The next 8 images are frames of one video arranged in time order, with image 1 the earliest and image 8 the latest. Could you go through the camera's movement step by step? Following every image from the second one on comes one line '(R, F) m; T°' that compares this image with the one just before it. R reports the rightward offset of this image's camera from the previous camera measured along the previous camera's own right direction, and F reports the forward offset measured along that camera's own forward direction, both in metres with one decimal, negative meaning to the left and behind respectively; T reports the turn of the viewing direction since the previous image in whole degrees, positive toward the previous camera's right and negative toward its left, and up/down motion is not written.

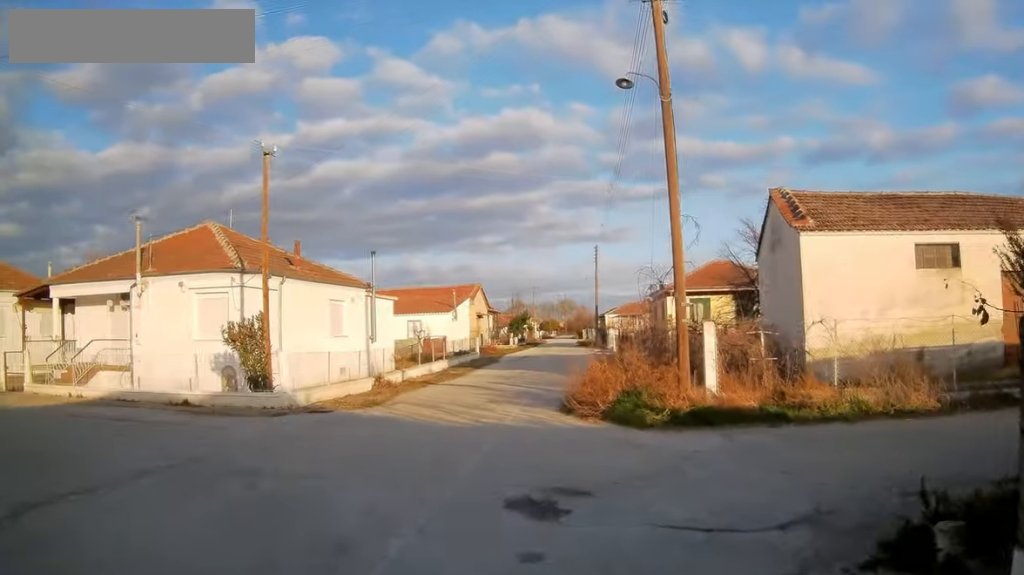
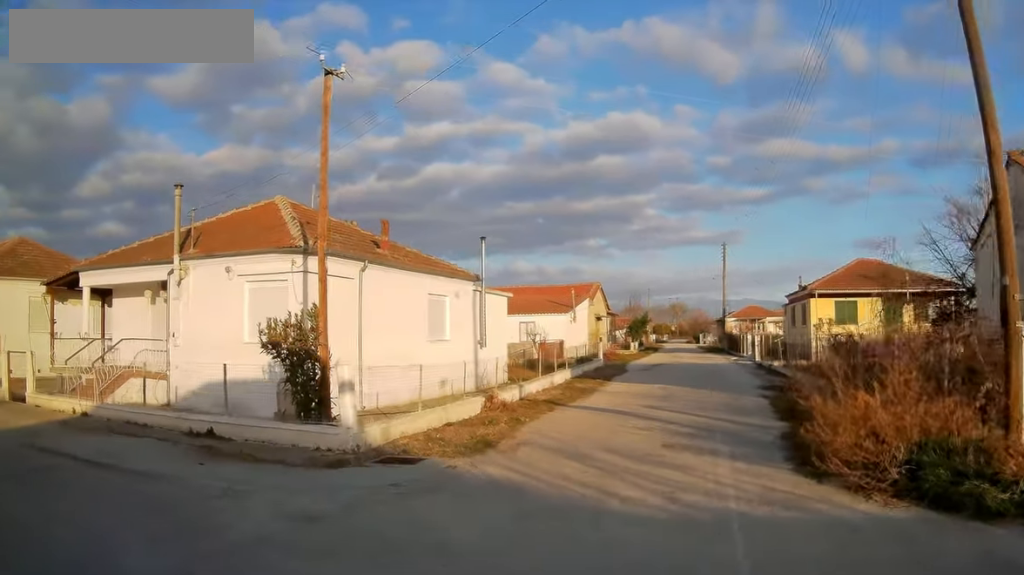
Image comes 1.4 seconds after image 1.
(-0.3, +5.6) m; -6°
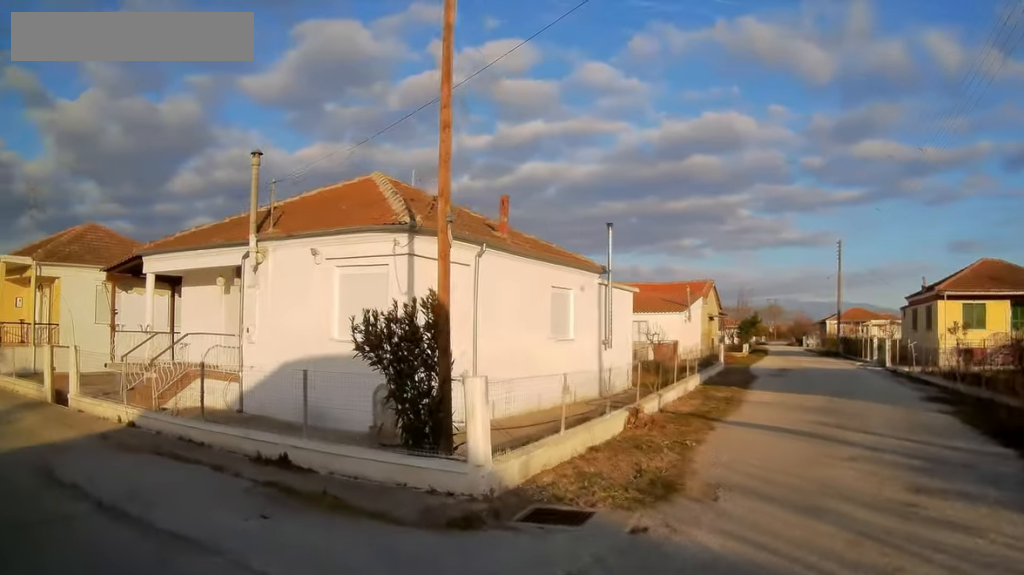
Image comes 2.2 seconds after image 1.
(+0.1, +2.9) m; -12°
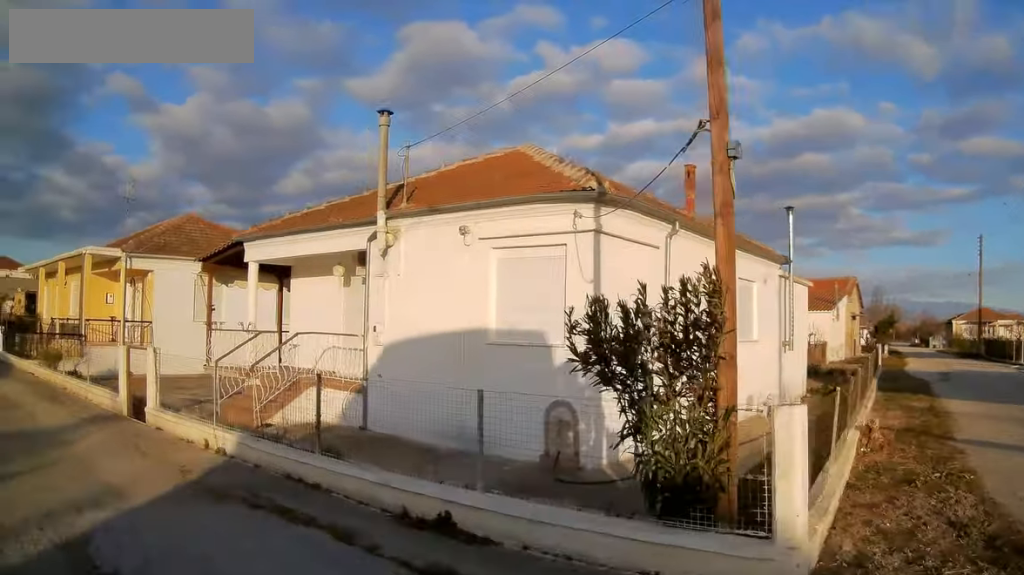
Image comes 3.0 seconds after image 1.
(-0.6, +2.6) m; -14°
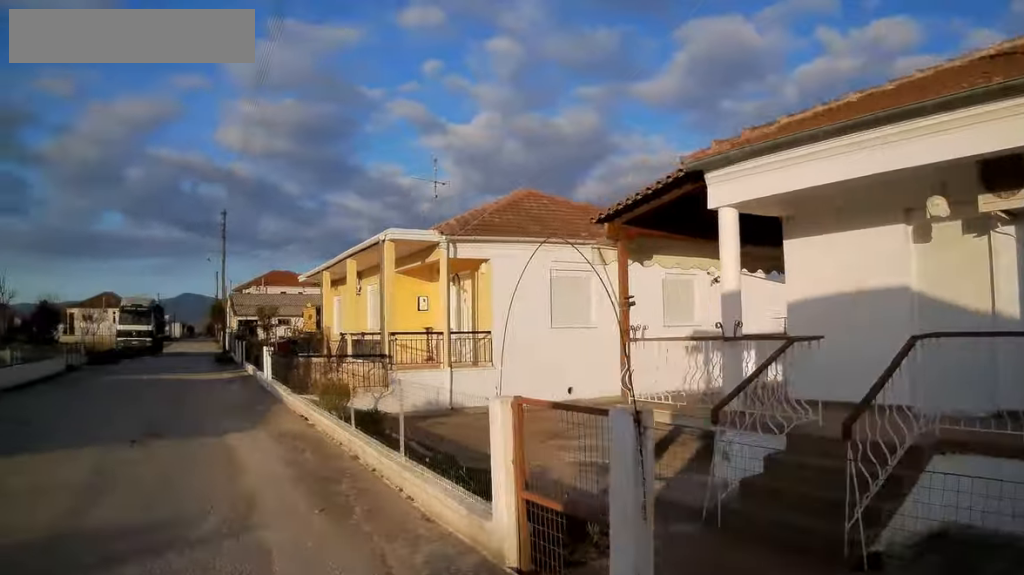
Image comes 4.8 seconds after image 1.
(-1.3, +6.4) m; -22°
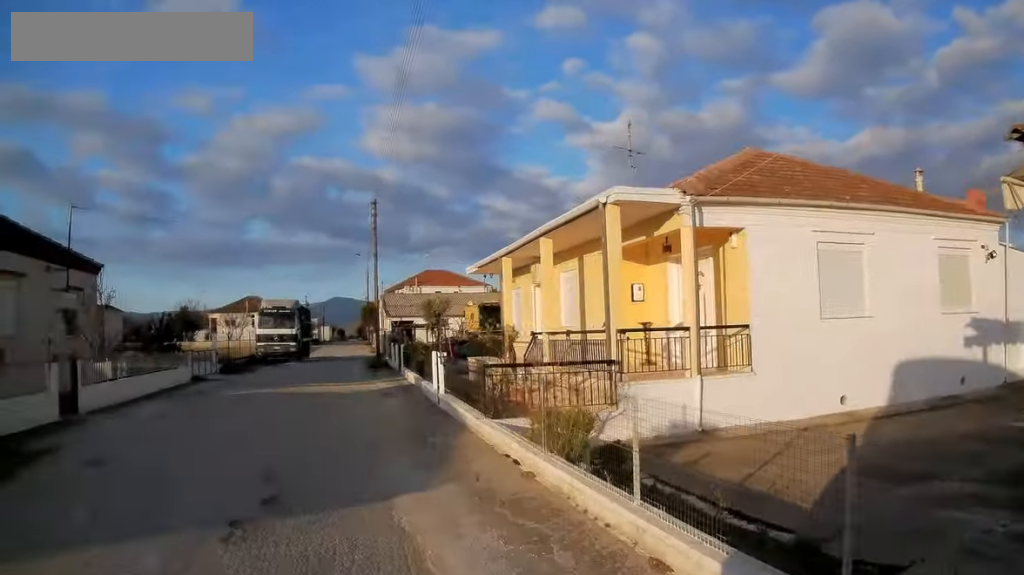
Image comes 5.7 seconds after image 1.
(-0.3, +3.3) m; -11°
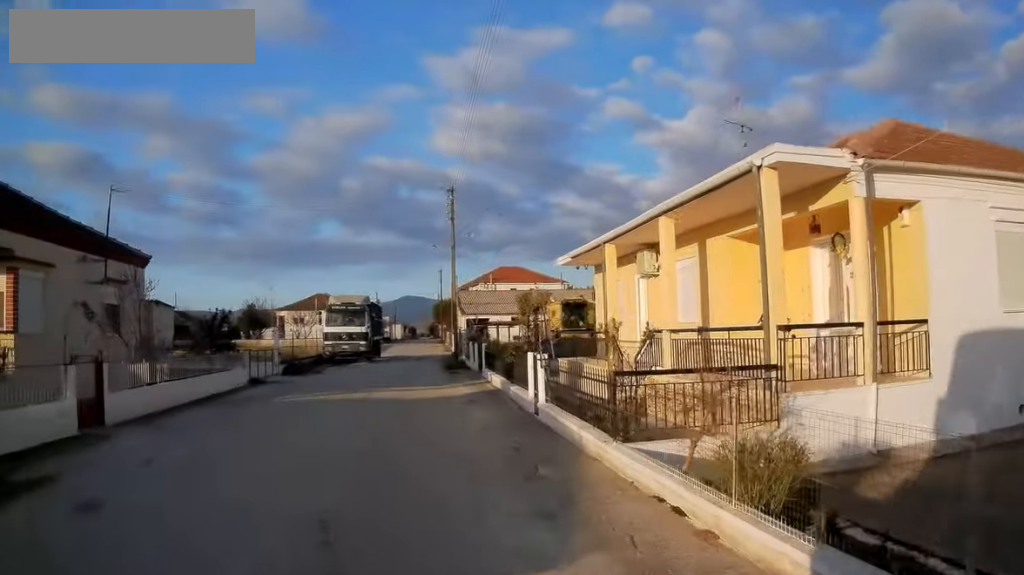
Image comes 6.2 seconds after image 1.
(0.0, +1.9) m; -5°
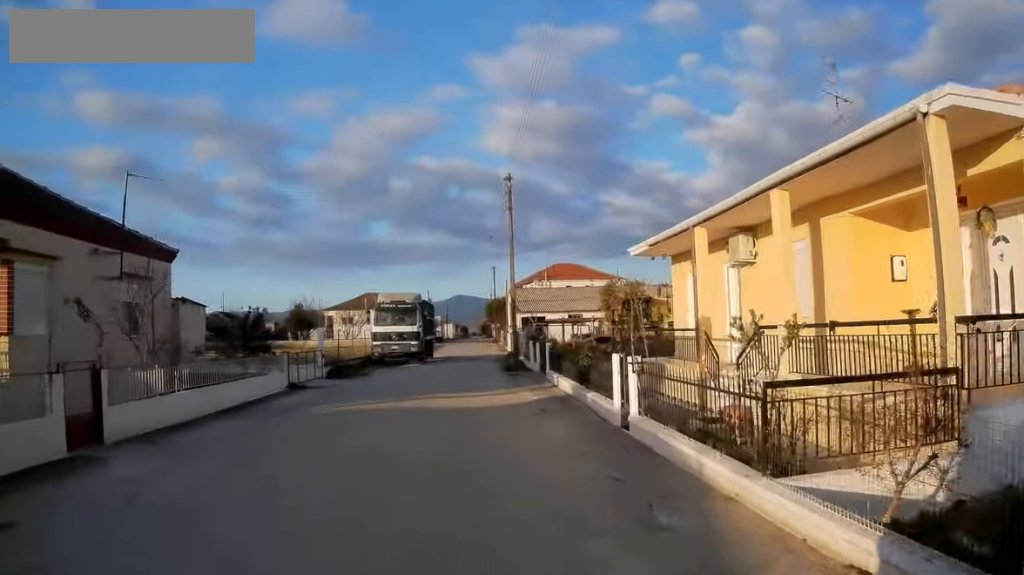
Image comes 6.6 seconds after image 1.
(-0.1, +1.8) m; -4°
